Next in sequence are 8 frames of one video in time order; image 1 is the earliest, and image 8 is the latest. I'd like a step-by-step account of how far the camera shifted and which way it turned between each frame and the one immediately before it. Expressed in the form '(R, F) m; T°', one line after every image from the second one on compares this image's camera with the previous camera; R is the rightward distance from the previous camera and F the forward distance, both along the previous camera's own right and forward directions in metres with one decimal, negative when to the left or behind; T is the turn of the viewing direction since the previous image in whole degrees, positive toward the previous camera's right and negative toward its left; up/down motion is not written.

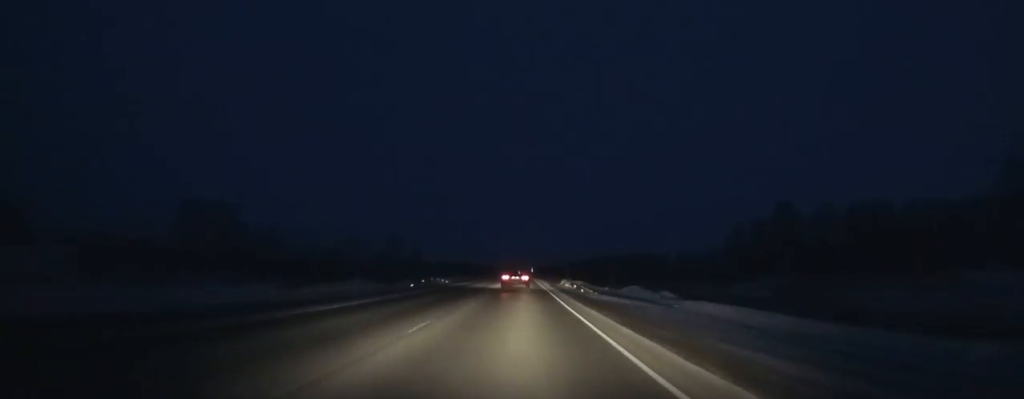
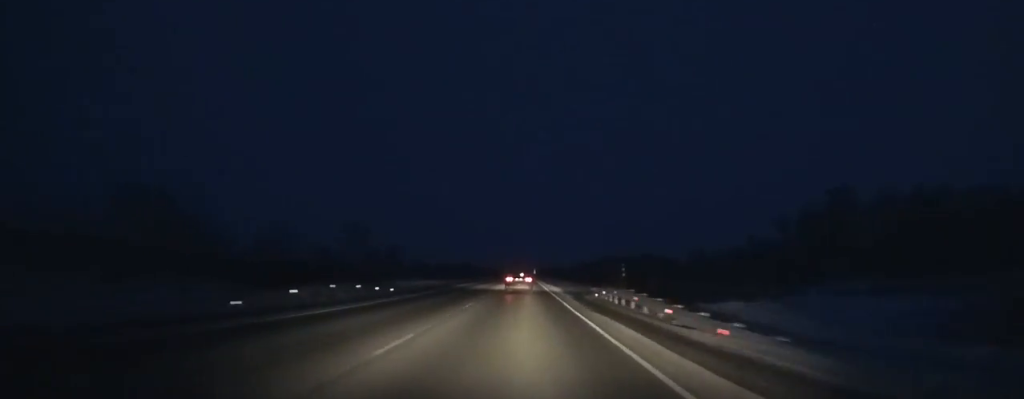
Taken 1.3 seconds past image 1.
(-0.1, +27.6) m; 0°
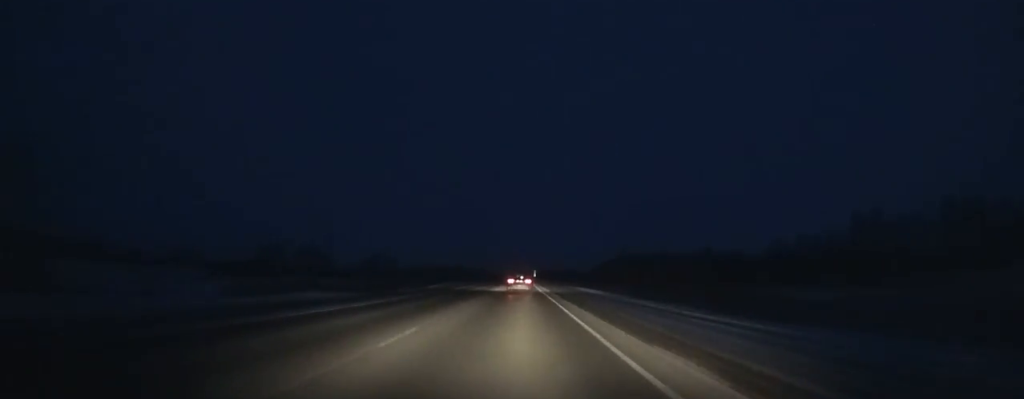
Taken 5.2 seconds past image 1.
(-0.1, +82.8) m; 0°
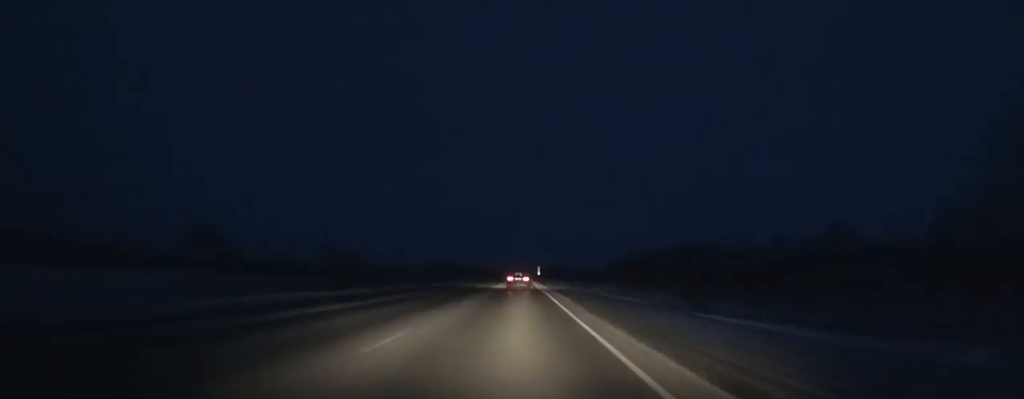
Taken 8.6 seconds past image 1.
(-0.4, +72.8) m; 0°
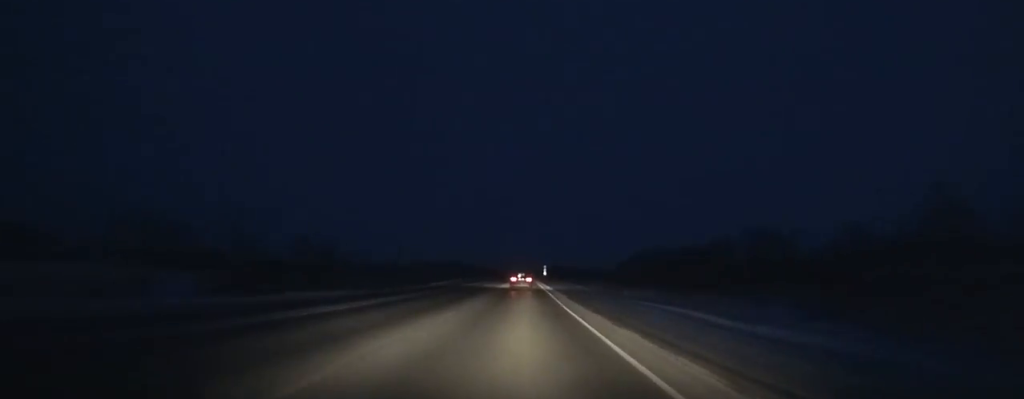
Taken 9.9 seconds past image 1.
(+0.1, +28.2) m; 0°
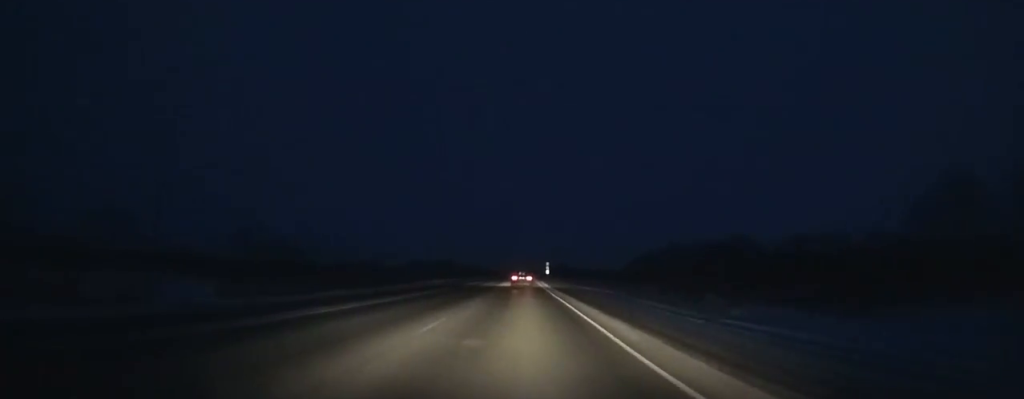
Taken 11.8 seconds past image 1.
(0.0, +41.3) m; 0°
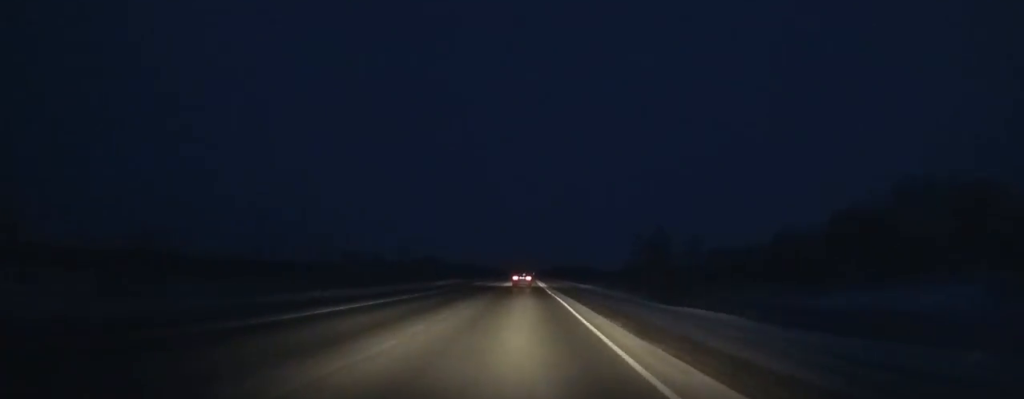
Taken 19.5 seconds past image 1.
(-1.4, +170.1) m; -1°
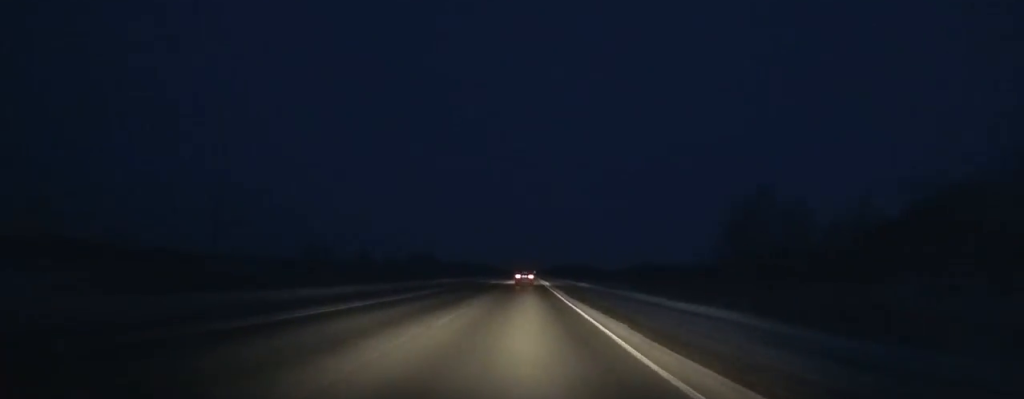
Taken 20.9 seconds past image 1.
(-0.2, +31.1) m; 0°
